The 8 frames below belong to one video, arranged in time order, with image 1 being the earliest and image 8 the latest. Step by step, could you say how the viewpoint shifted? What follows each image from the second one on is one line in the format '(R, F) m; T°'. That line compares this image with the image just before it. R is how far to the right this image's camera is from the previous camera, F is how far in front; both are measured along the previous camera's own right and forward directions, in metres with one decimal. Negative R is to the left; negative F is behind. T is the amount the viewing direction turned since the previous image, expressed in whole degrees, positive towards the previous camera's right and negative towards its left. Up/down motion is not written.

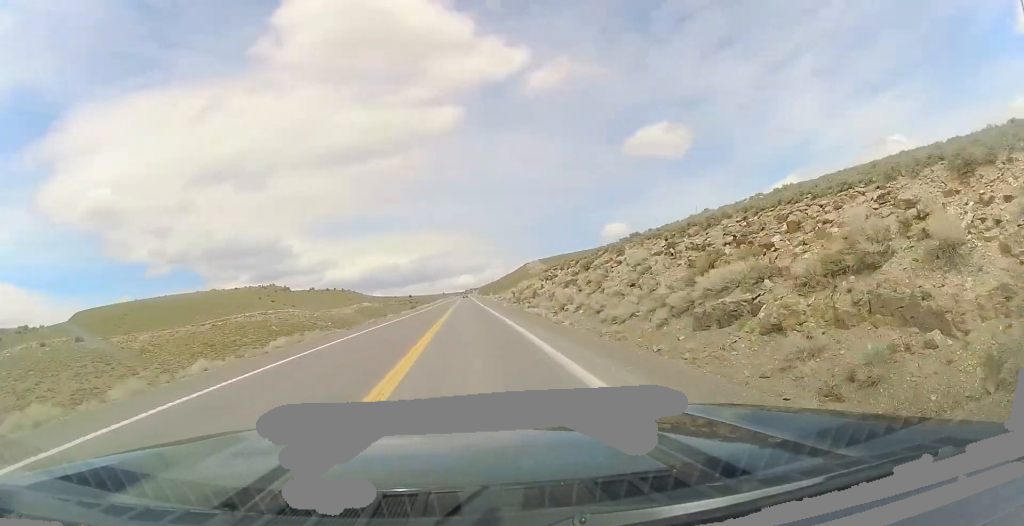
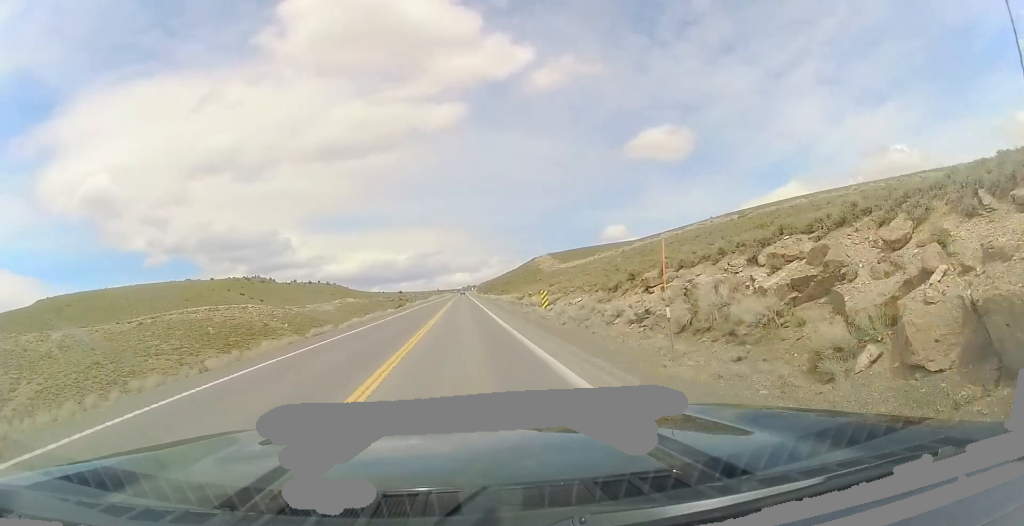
(-0.4, +61.9) m; 0°
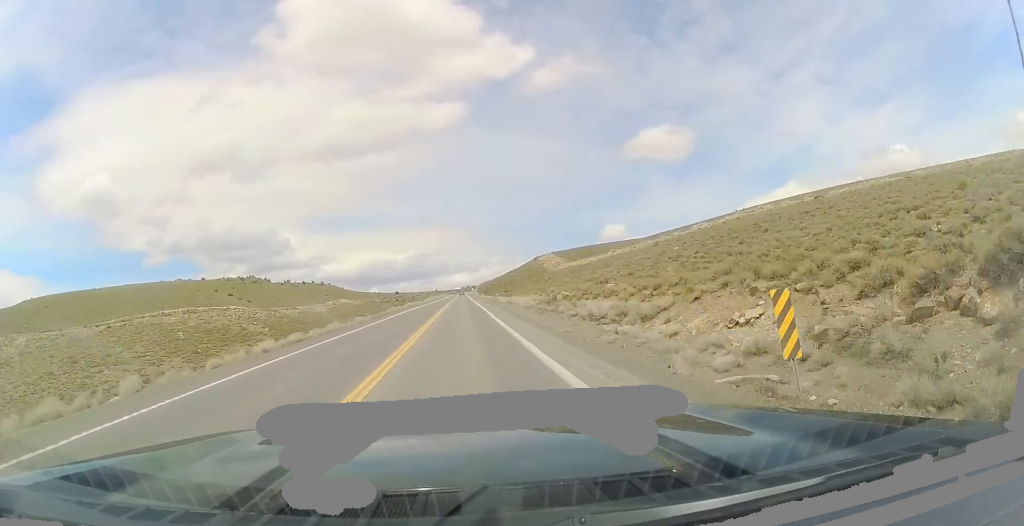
(+0.1, +20.8) m; 0°
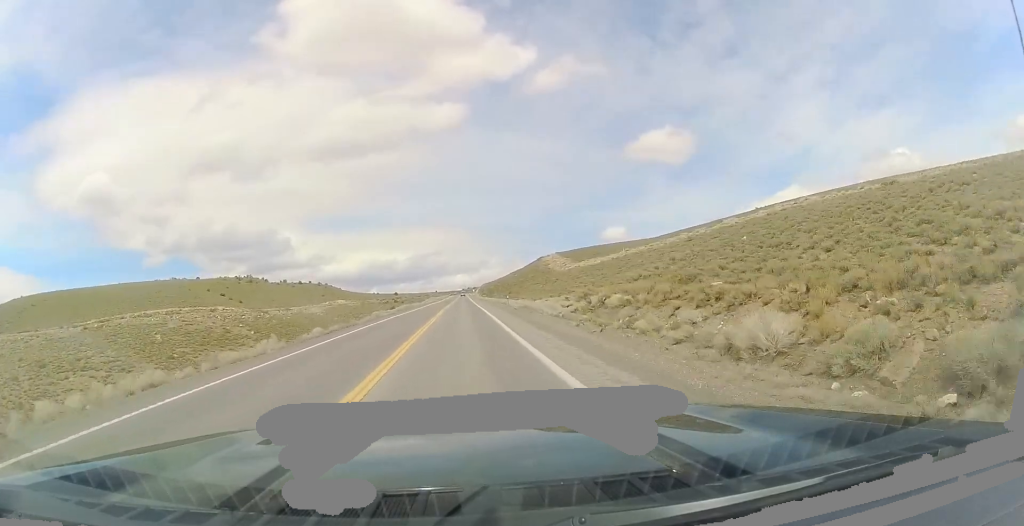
(0.0, +13.9) m; 0°
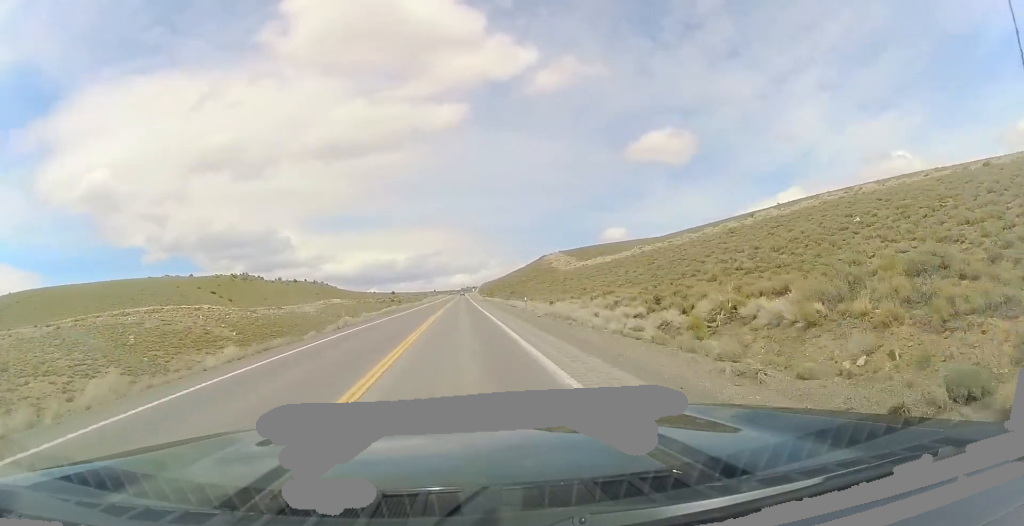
(-0.2, +14.9) m; 0°
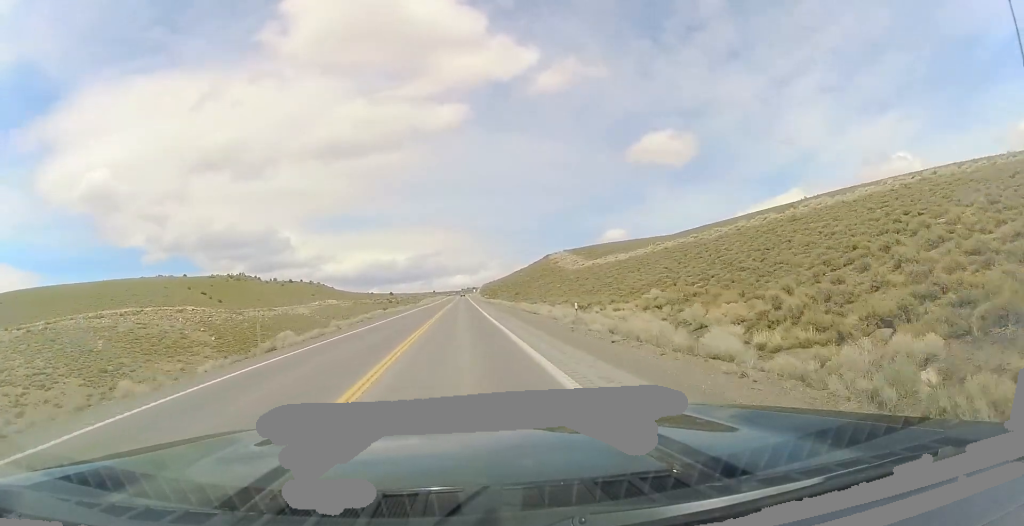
(0.0, +14.9) m; 0°
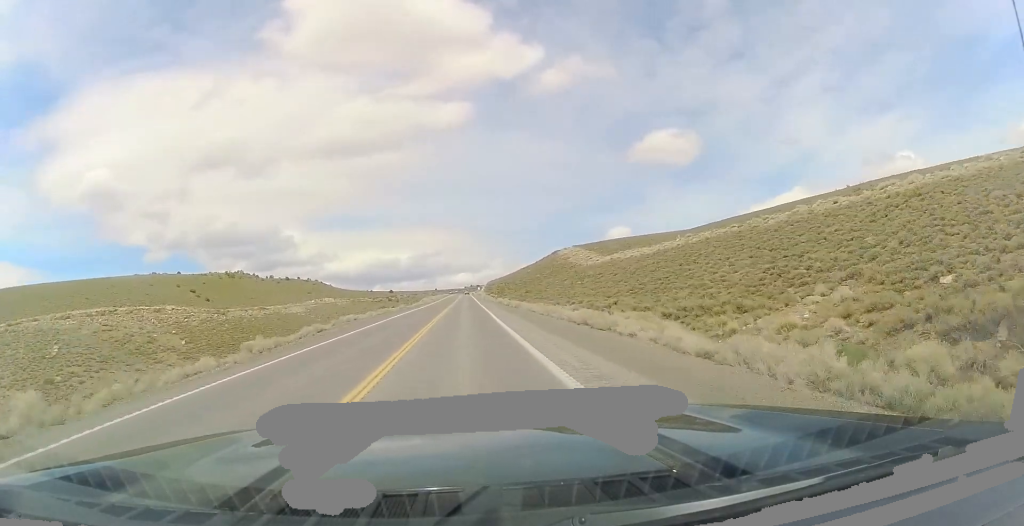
(0.0, +18.9) m; 0°
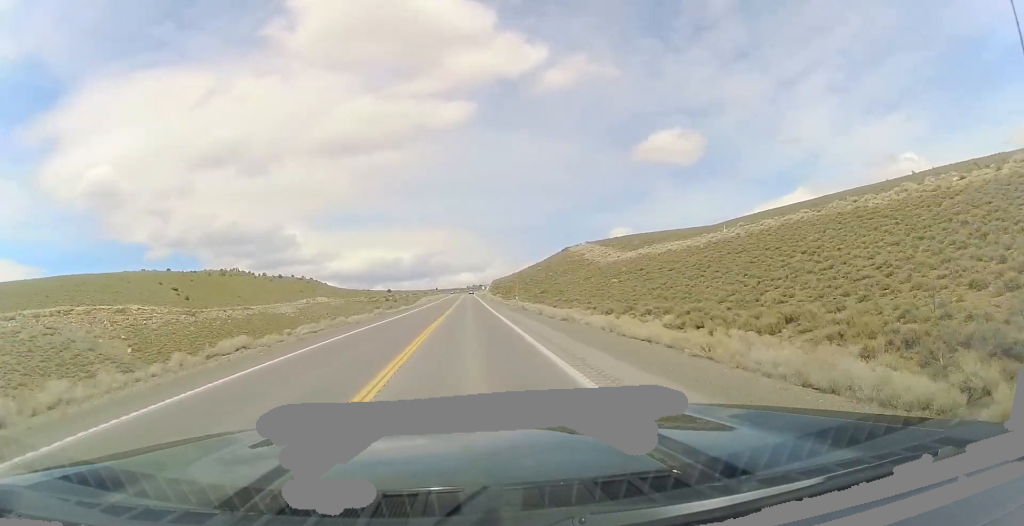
(0.0, +24.9) m; 0°
